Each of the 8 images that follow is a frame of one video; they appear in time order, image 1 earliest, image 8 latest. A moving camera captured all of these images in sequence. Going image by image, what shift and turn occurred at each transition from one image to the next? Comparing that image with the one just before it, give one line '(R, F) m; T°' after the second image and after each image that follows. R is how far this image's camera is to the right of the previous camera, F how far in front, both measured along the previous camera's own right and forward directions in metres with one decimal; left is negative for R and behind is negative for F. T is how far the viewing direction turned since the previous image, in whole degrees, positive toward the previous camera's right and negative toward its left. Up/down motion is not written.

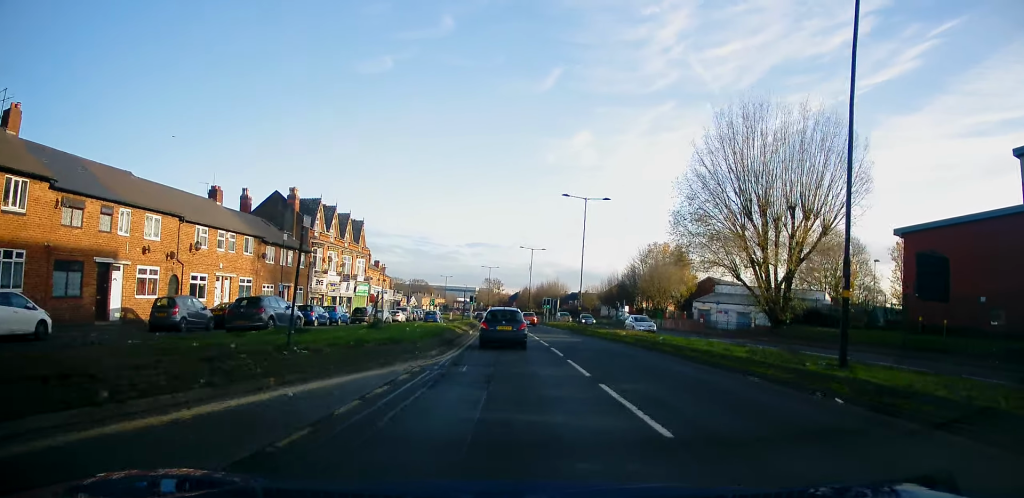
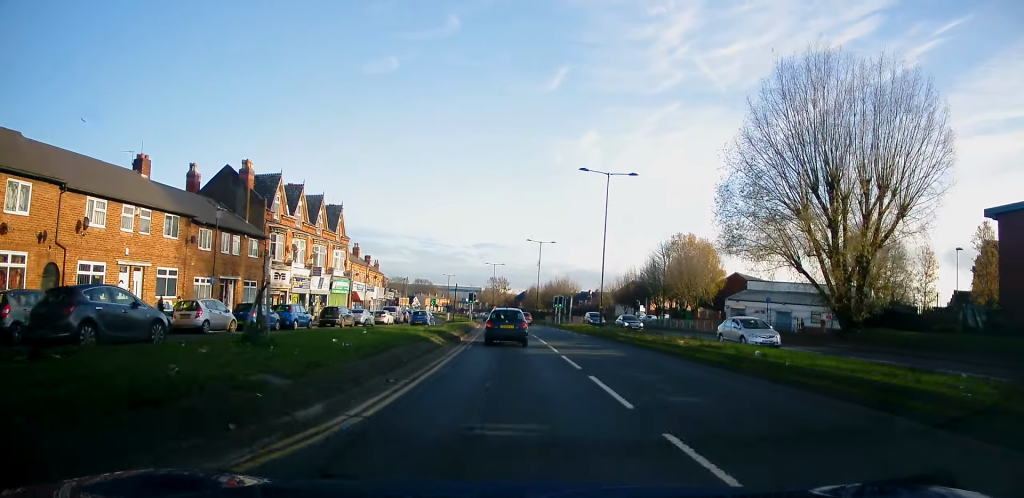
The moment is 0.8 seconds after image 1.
(-0.1, +10.4) m; -2°
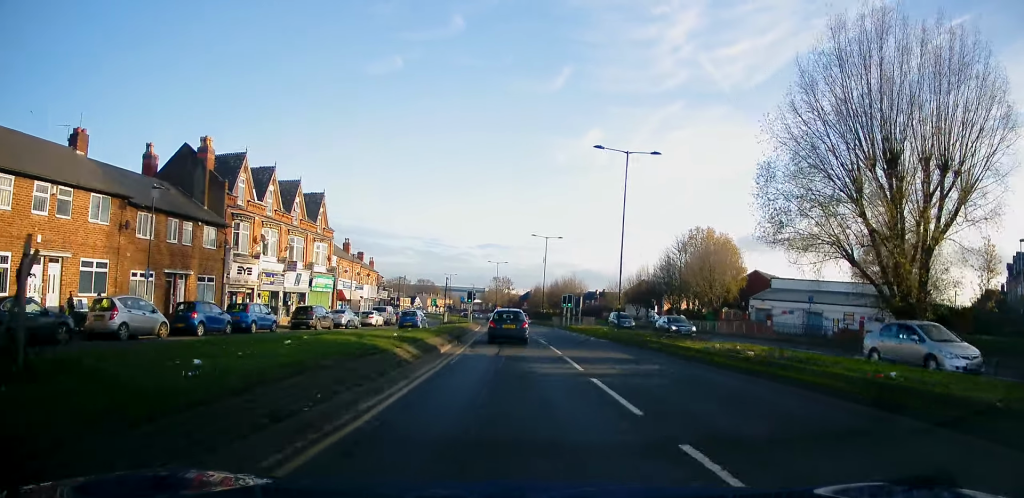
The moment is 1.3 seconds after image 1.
(-0.2, +6.4) m; -1°
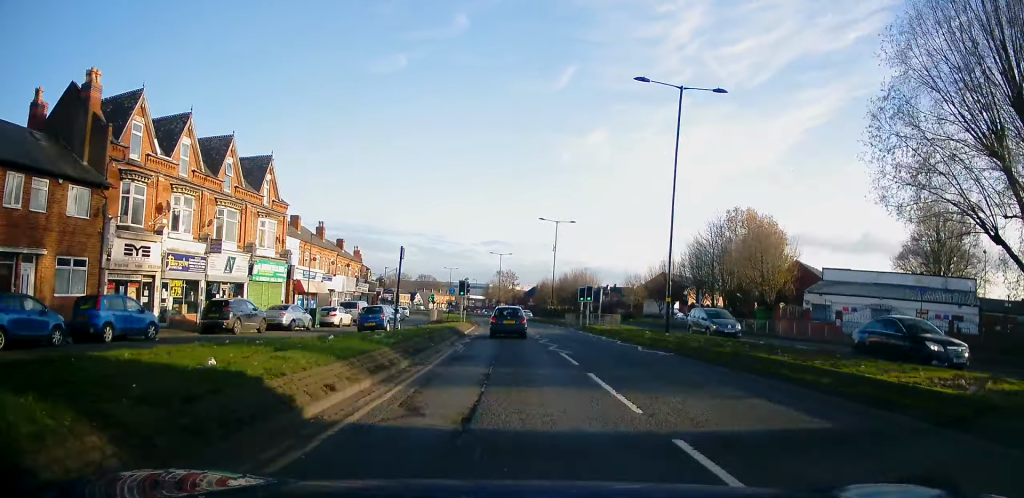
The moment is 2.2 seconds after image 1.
(-0.1, +11.9) m; +1°
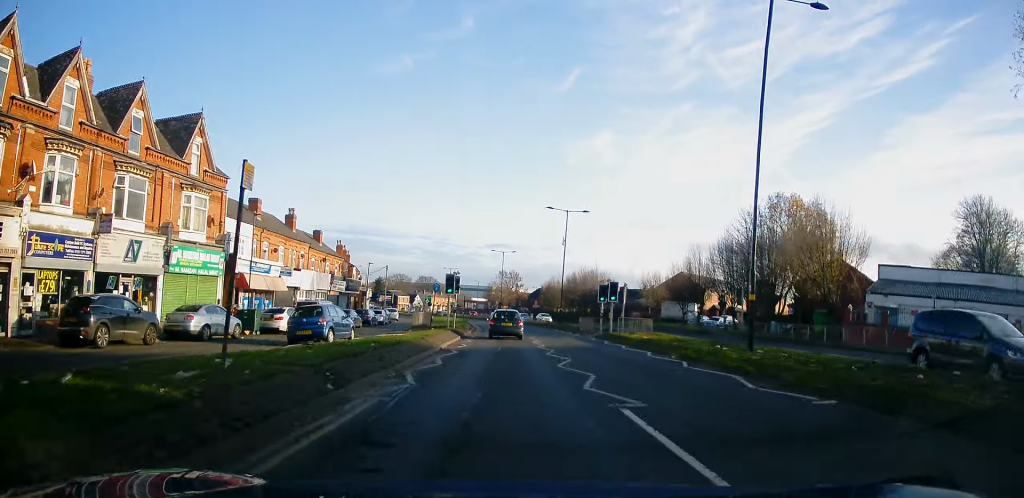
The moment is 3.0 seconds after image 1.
(+0.1, +9.9) m; 0°
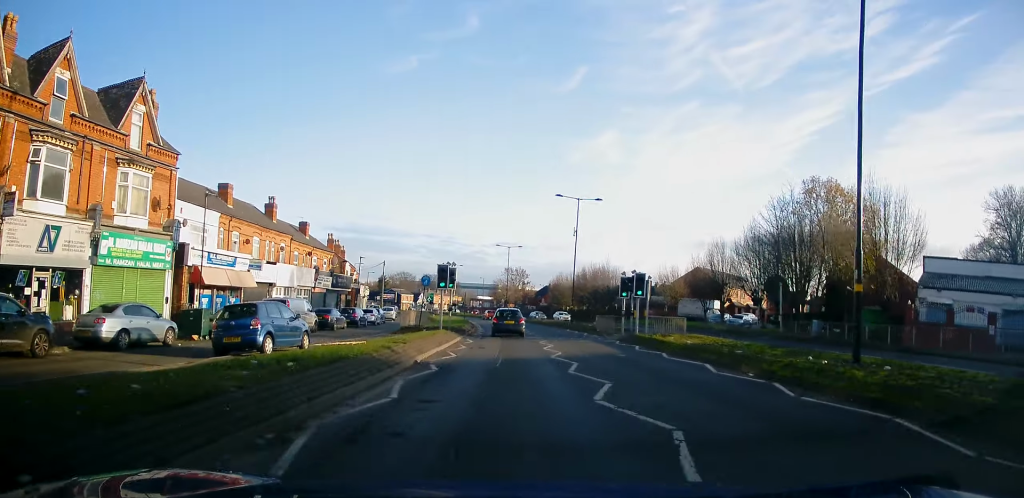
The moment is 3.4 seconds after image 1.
(+0.2, +5.9) m; 0°
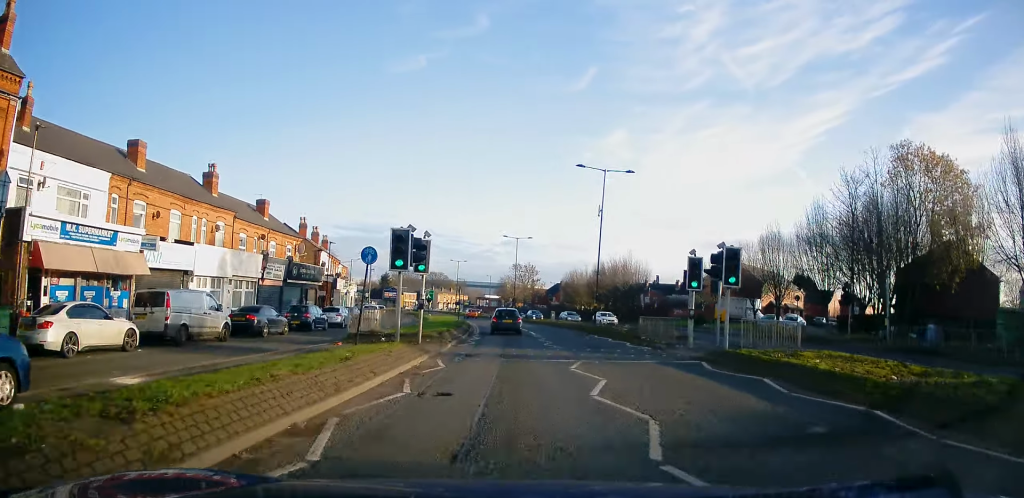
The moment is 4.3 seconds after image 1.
(-0.4, +11.8) m; -2°
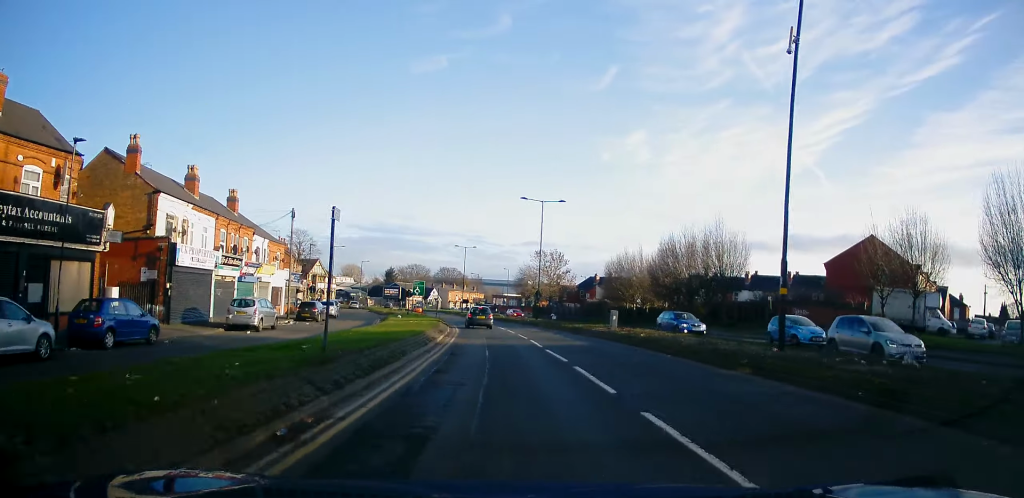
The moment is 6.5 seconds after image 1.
(-0.3, +30.5) m; -1°
